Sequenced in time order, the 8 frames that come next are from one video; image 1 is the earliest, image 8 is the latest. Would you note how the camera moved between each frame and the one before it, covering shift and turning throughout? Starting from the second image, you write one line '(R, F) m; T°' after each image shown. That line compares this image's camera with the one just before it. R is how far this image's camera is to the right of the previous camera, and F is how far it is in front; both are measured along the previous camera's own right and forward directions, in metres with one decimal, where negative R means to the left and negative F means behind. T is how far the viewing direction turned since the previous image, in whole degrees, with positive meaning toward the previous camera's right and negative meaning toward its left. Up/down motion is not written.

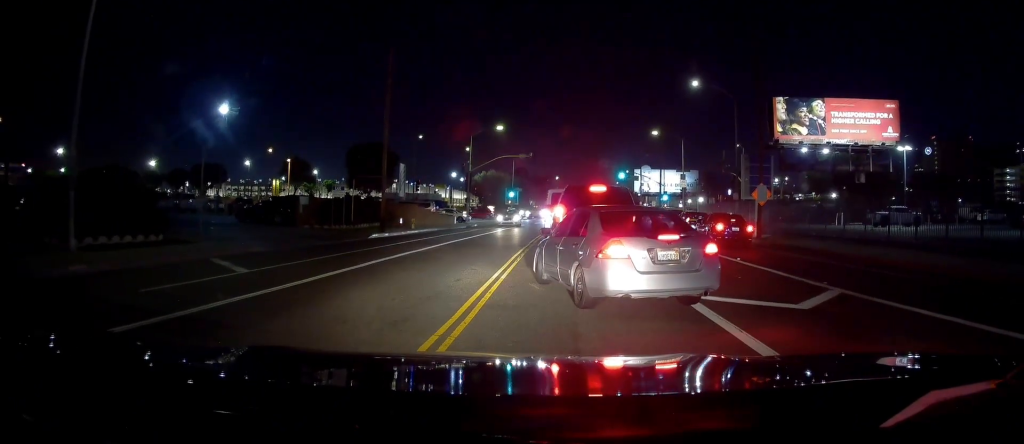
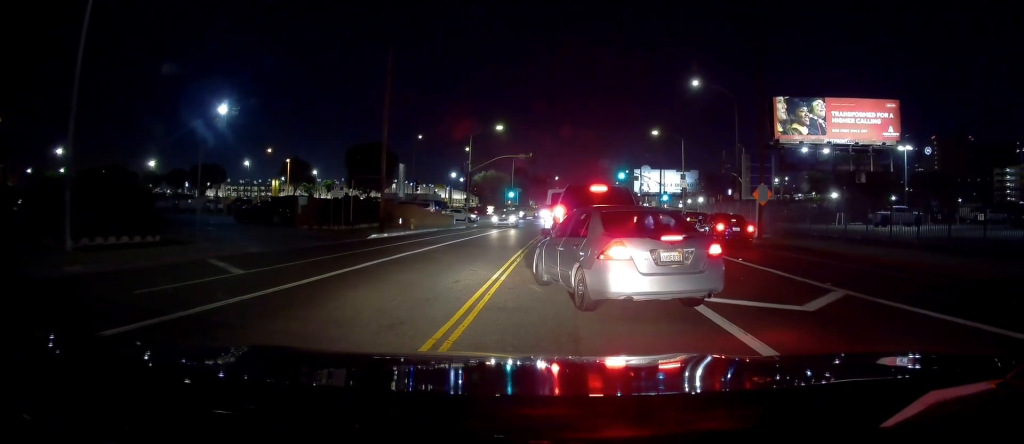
(0.0, +0.7) m; 0°
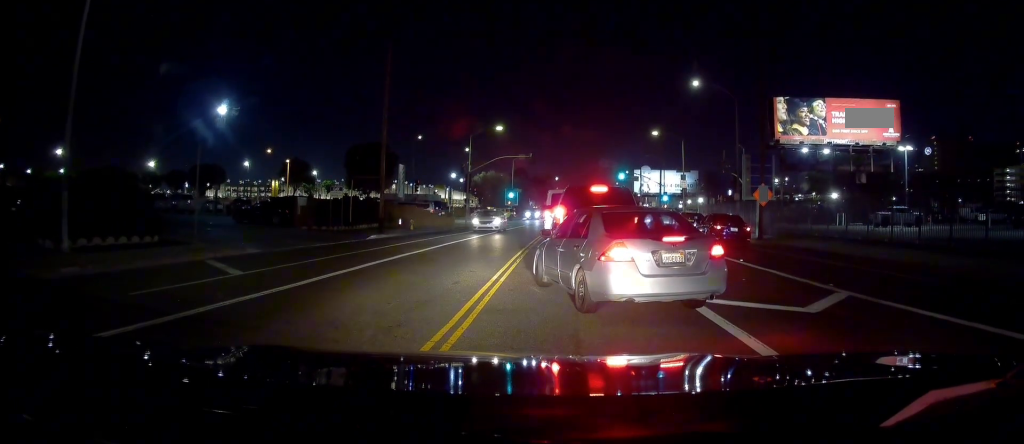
(0.0, +1.2) m; 0°
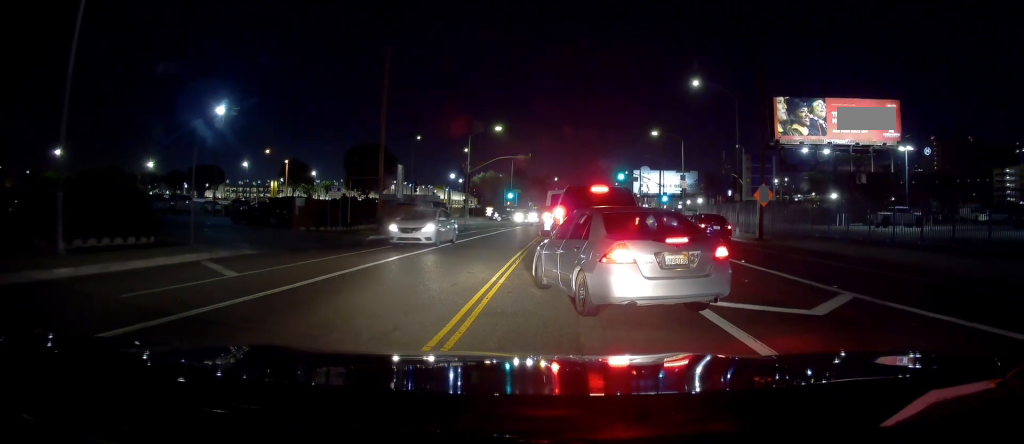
(0.0, +0.5) m; 0°
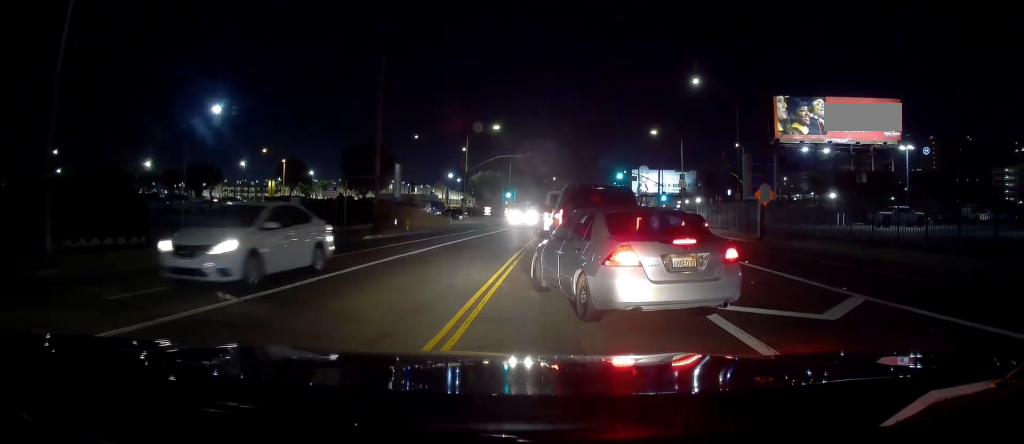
(0.0, 0.0) m; 0°
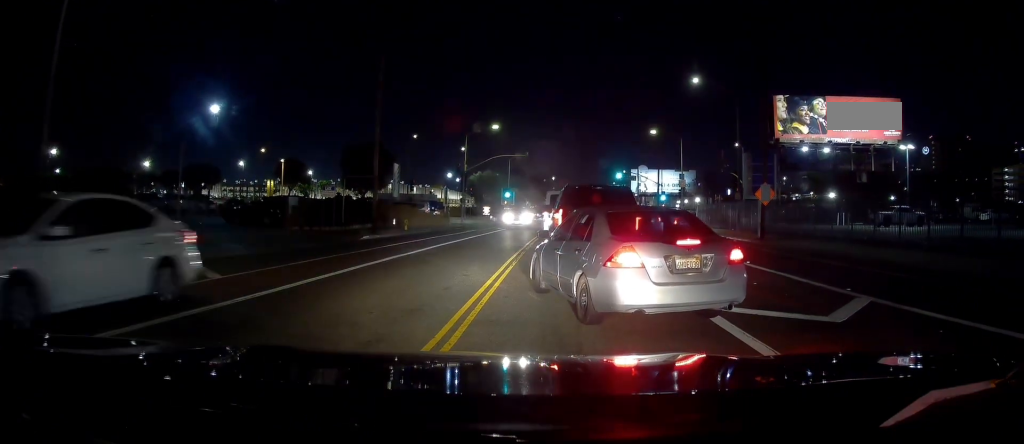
(0.0, 0.0) m; 0°
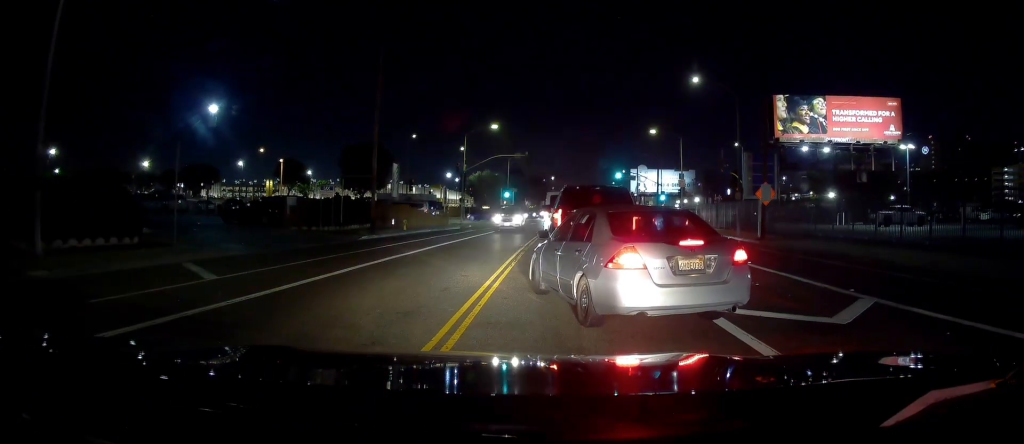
(0.0, 0.0) m; 0°
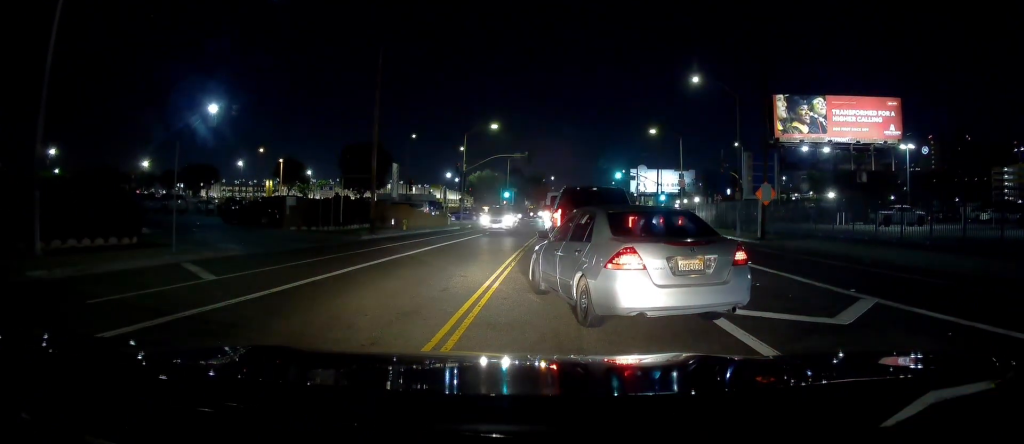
(0.0, 0.0) m; 0°
